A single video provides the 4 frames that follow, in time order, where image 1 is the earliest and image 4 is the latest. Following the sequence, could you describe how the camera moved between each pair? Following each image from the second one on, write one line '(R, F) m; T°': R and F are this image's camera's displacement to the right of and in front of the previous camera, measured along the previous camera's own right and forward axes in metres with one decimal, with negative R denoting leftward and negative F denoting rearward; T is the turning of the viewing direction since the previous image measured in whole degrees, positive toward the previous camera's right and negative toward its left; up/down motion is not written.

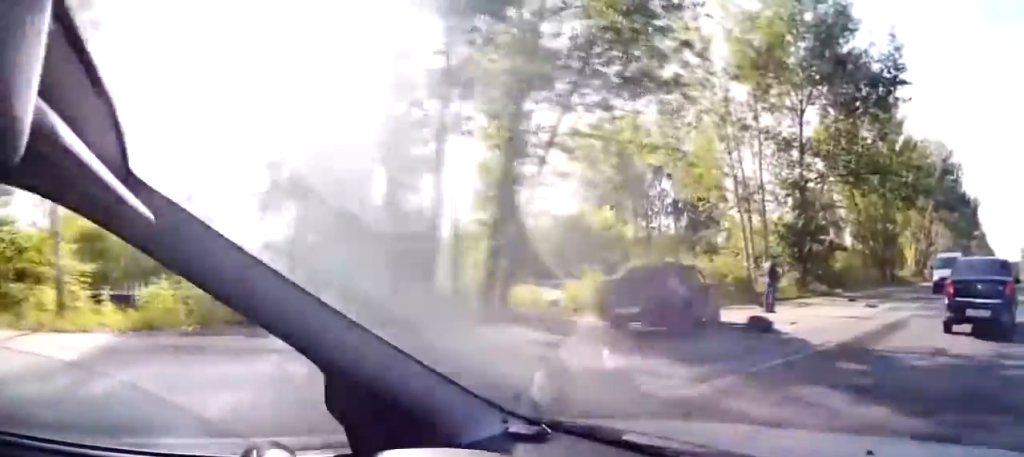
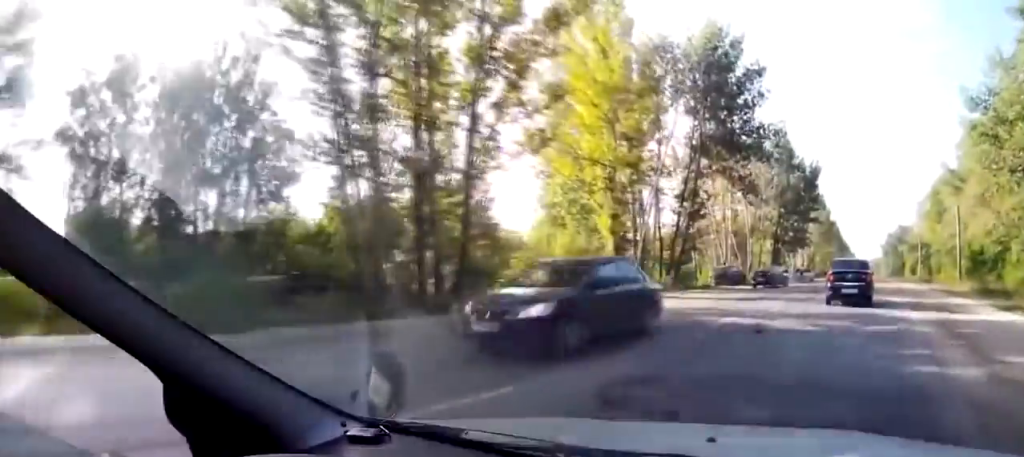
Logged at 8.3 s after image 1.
(+6.6, +31.9) m; +11°
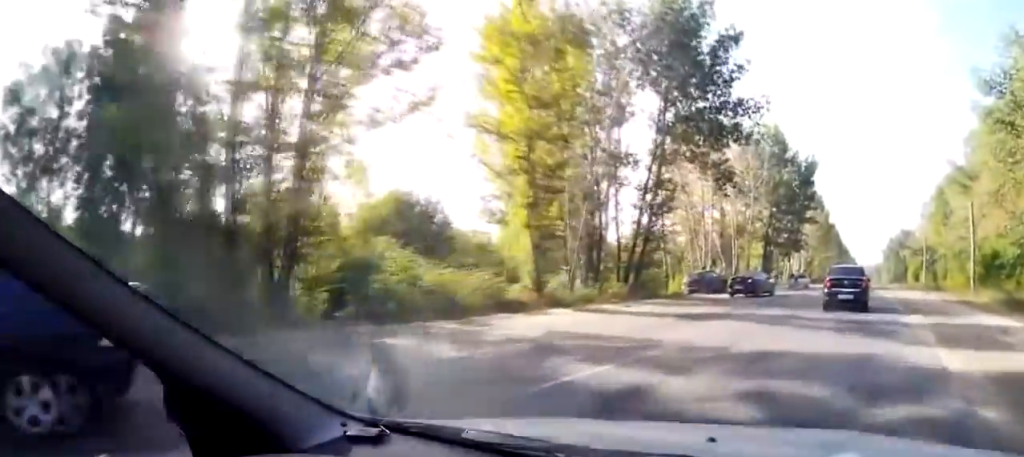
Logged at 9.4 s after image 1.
(+0.1, +6.0) m; 0°
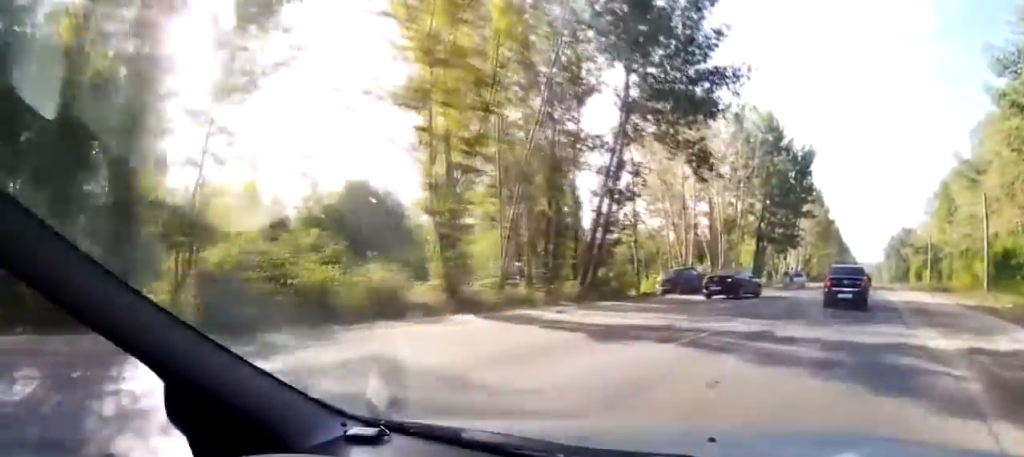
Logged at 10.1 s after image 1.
(0.0, +4.3) m; -1°
